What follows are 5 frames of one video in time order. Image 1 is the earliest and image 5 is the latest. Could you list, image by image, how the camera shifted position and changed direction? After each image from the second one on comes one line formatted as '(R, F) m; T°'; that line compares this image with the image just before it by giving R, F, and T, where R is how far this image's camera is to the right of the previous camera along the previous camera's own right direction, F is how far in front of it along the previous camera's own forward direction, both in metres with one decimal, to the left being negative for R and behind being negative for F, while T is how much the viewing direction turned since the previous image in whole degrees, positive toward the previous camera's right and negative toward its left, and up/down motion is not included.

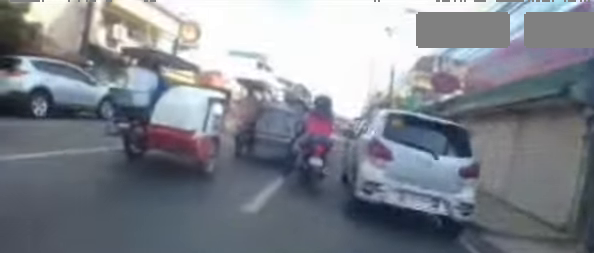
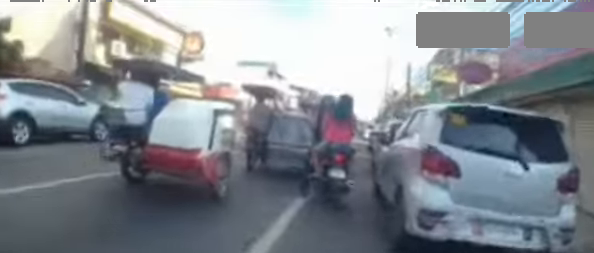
(0.0, +1.3) m; 0°
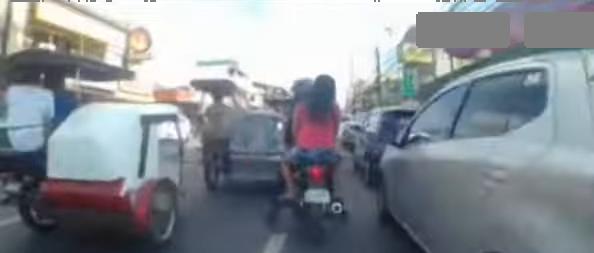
(0.0, +1.8) m; 0°
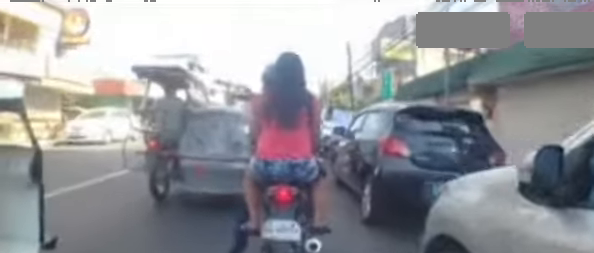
(0.0, +2.3) m; 0°
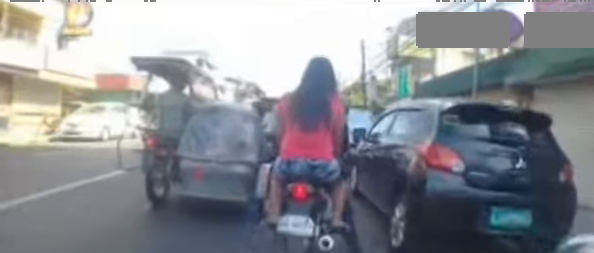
(0.0, +1.3) m; 0°
